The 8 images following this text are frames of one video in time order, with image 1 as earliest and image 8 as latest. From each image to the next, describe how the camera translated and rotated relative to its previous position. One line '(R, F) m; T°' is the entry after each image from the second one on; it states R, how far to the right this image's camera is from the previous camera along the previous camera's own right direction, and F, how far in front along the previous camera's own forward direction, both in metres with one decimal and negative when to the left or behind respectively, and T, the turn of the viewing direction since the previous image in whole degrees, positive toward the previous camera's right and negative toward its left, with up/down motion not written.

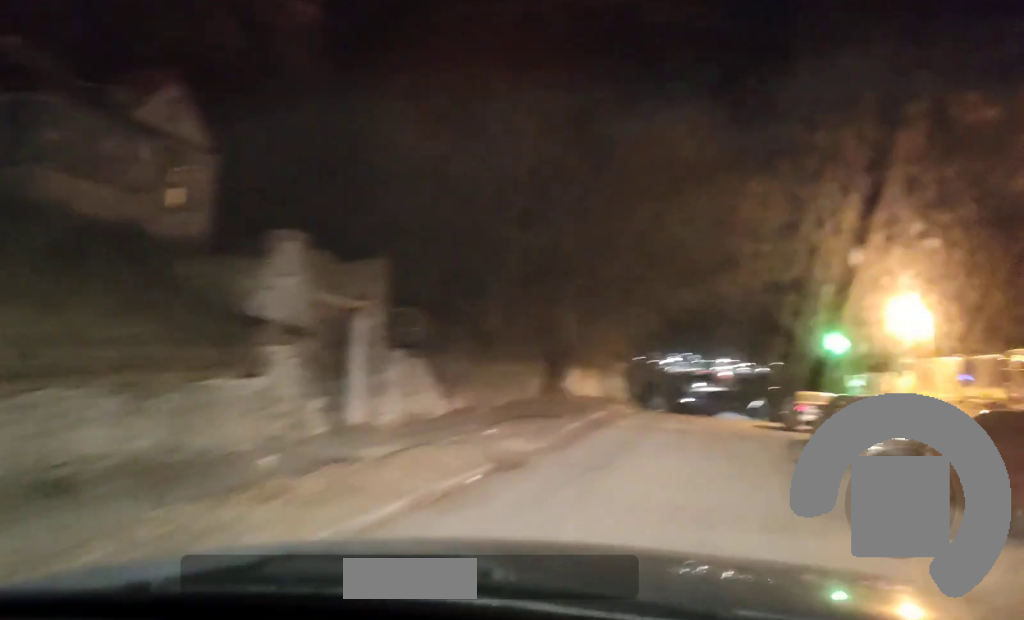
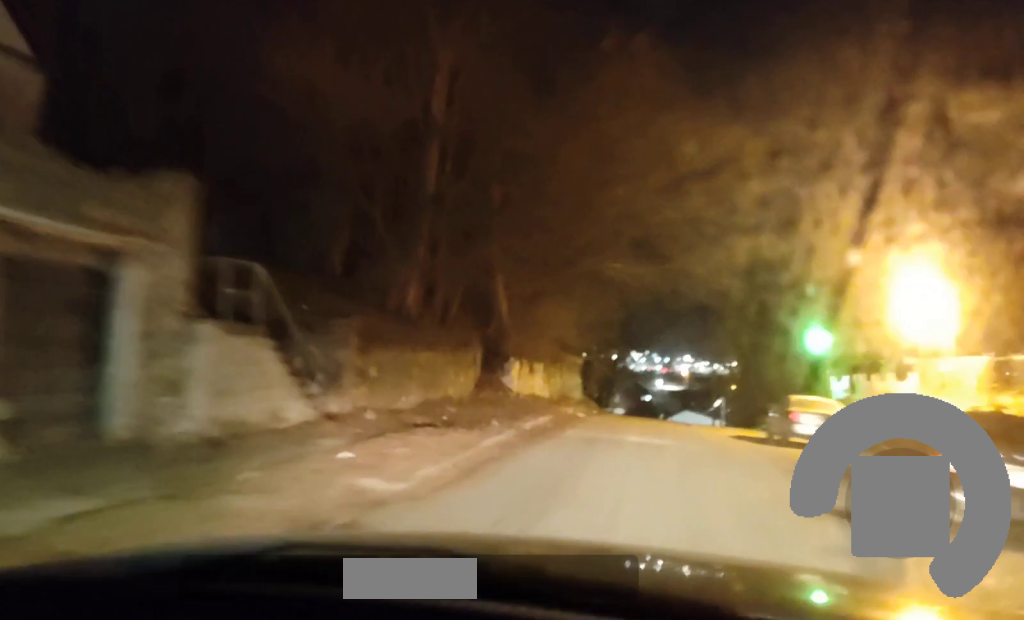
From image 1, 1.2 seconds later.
(+0.1, +7.0) m; +1°
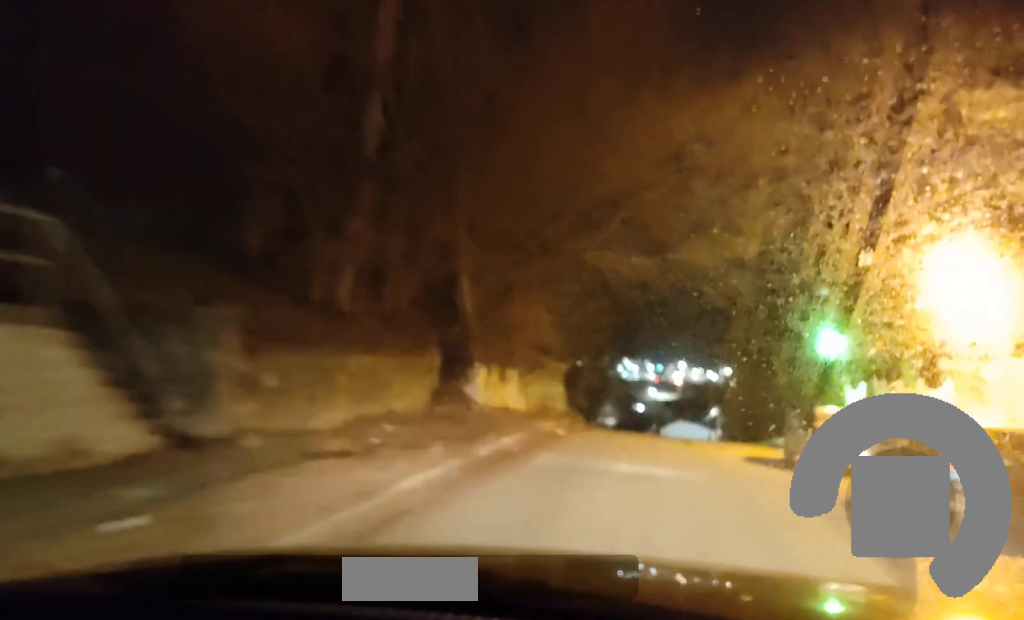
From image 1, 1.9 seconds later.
(+0.1, +4.4) m; -1°
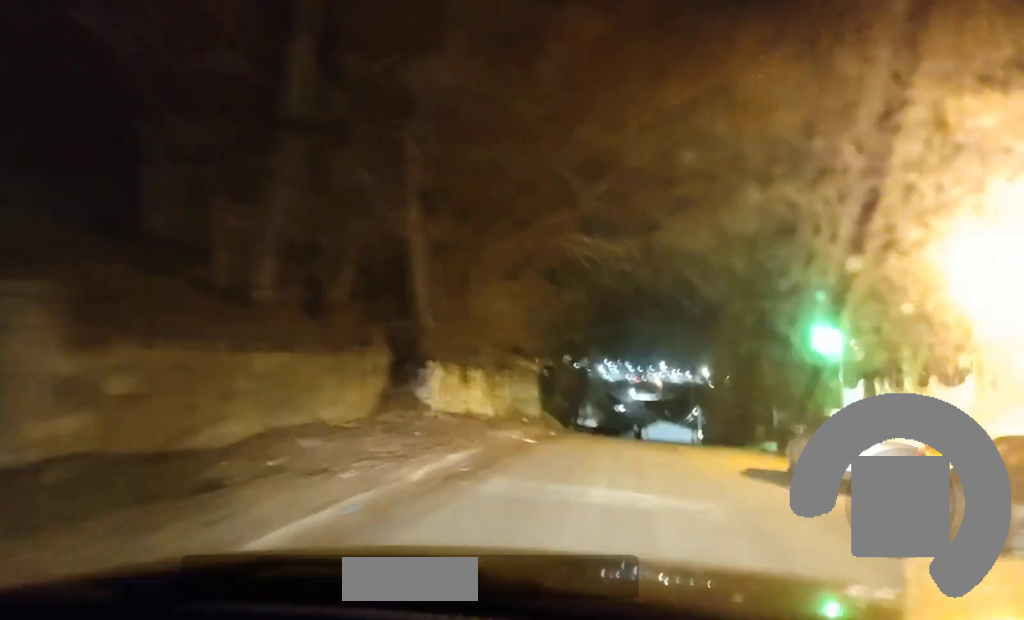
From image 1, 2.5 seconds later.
(-0.2, +3.8) m; -1°
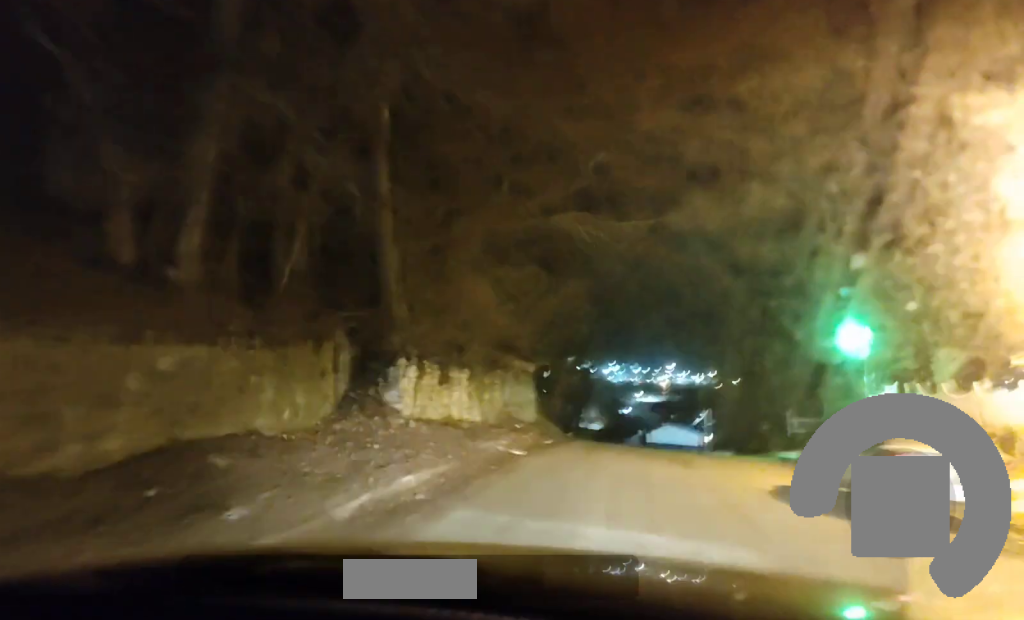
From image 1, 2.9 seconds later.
(0.0, +2.8) m; +1°
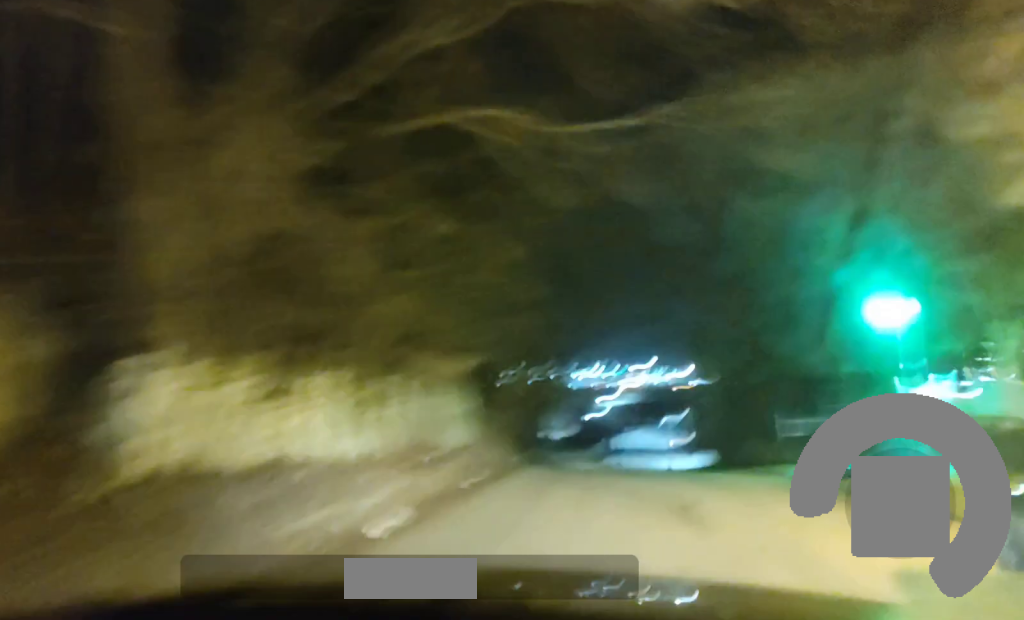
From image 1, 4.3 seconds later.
(+0.8, +9.1) m; +7°
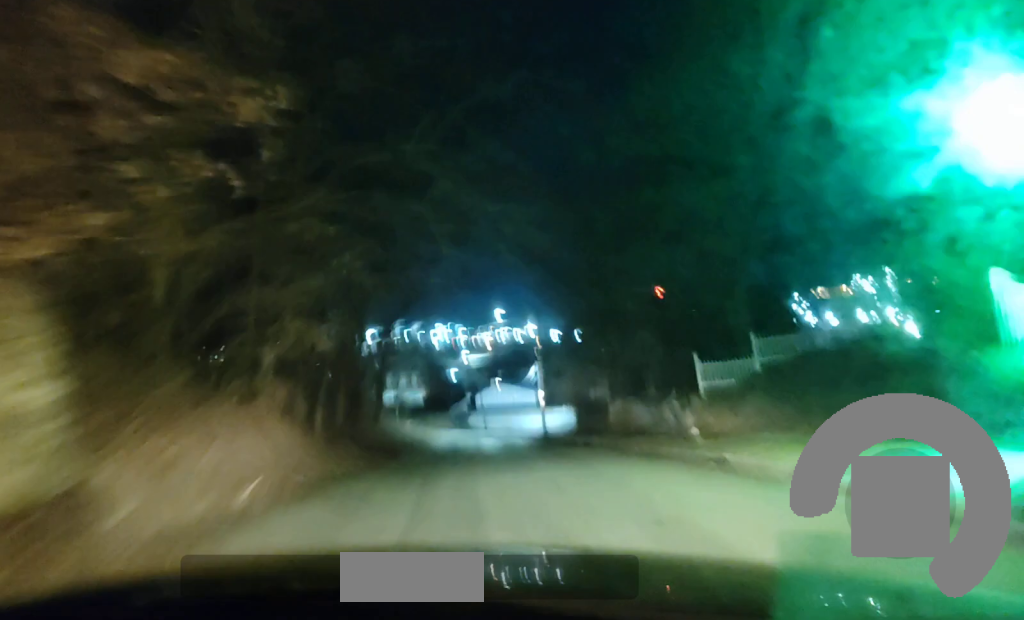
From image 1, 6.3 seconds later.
(-0.2, +14.4) m; +1°
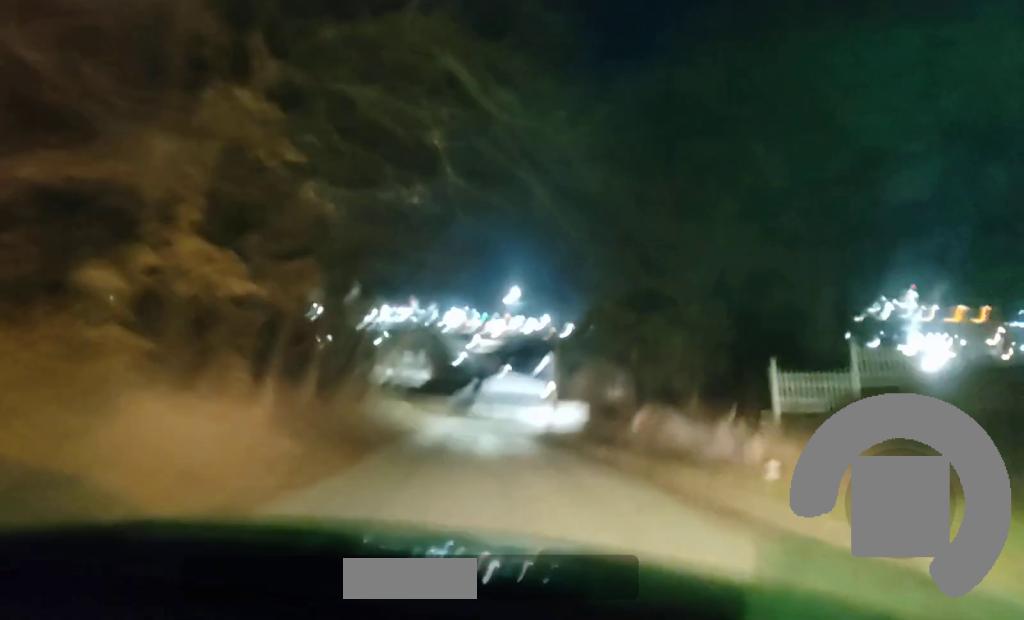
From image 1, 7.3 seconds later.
(+0.2, +7.5) m; +1°
